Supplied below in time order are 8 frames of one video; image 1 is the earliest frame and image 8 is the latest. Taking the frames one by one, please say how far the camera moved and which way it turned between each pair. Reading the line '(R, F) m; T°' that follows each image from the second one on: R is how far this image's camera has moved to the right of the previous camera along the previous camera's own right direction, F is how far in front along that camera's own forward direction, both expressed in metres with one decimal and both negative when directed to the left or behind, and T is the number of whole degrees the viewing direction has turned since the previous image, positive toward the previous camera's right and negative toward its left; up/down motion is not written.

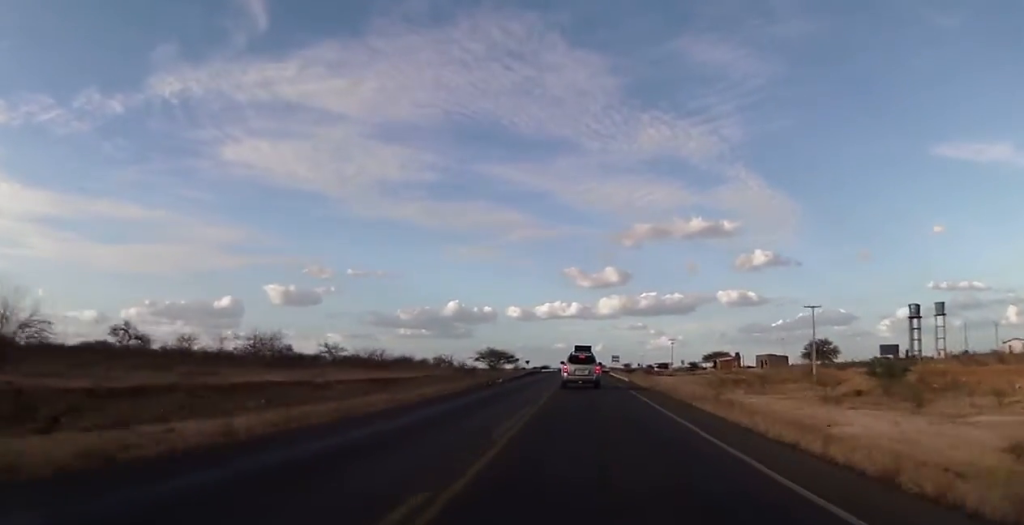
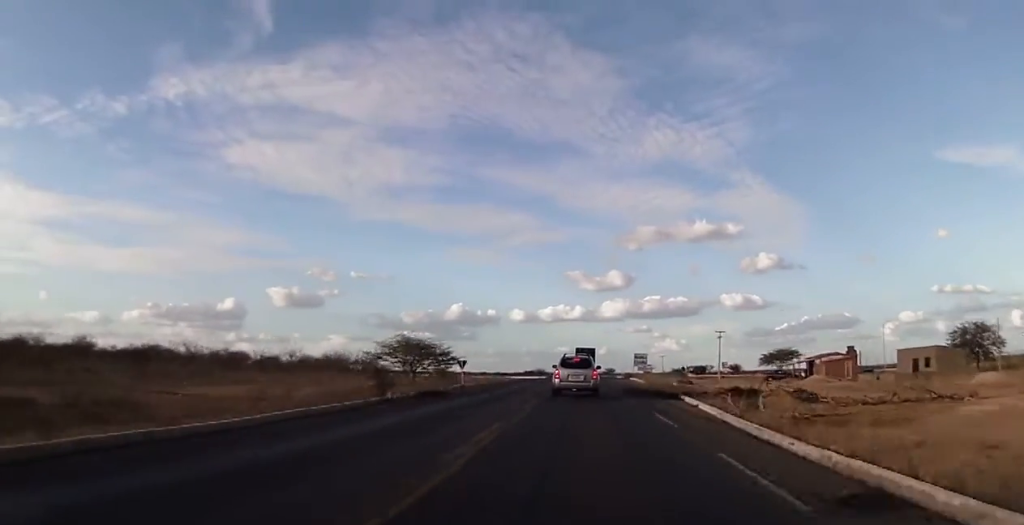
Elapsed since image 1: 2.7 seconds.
(+0.4, +66.7) m; -1°
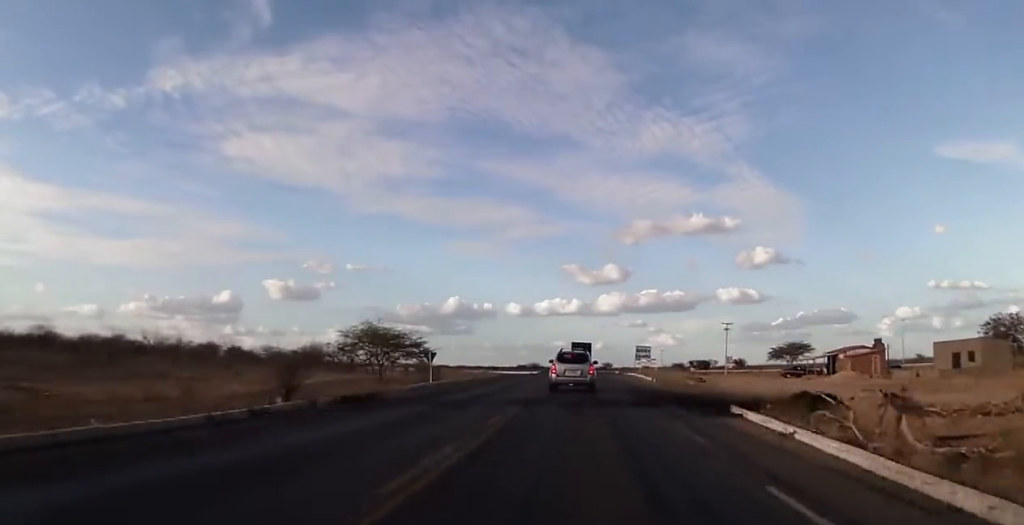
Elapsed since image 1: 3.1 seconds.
(0.0, +11.1) m; 0°
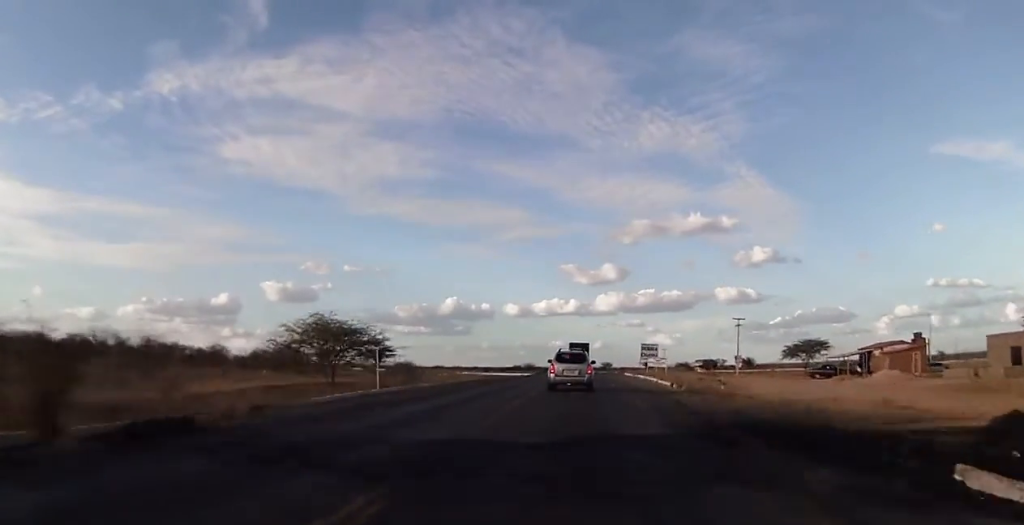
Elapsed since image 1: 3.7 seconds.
(-0.1, +13.1) m; 0°
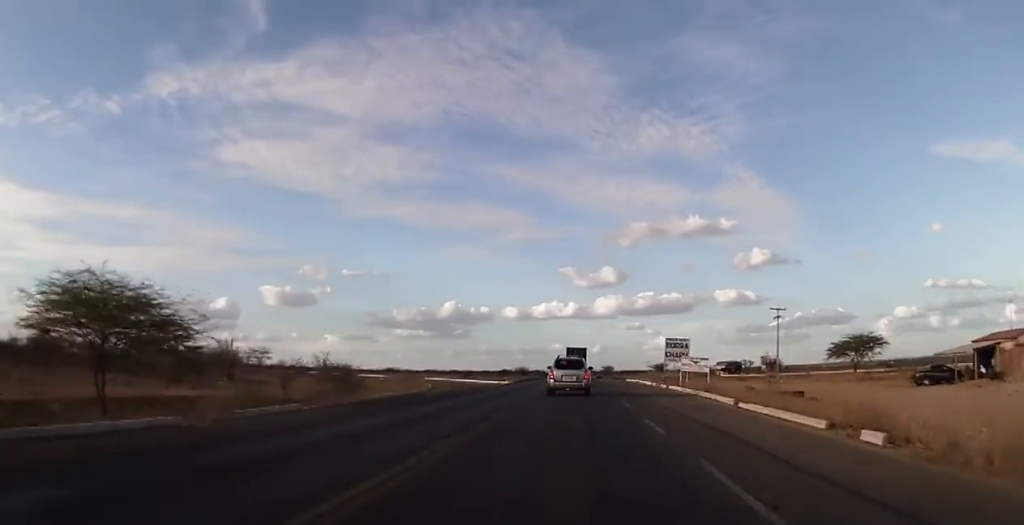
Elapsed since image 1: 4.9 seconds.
(-0.1, +30.5) m; +1°
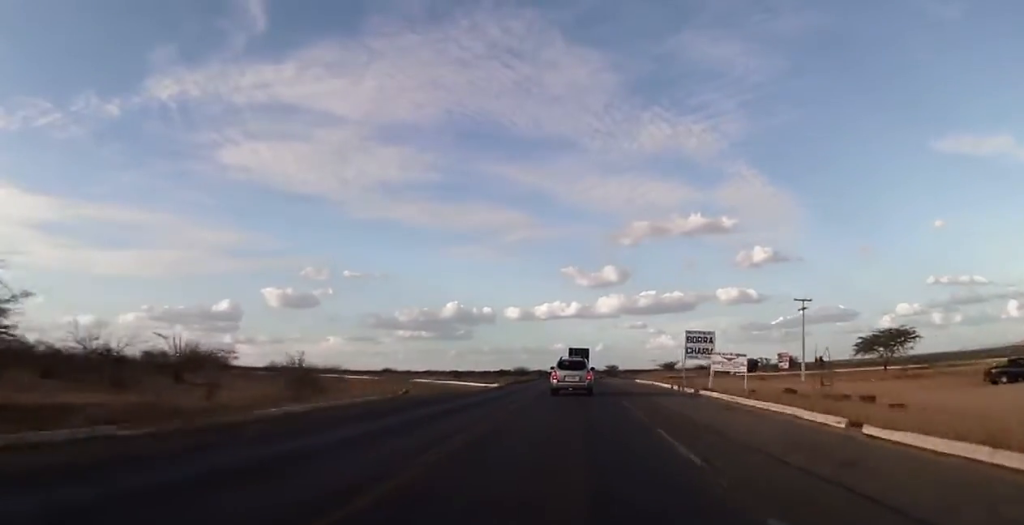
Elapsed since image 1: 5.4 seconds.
(+0.1, +12.8) m; 0°
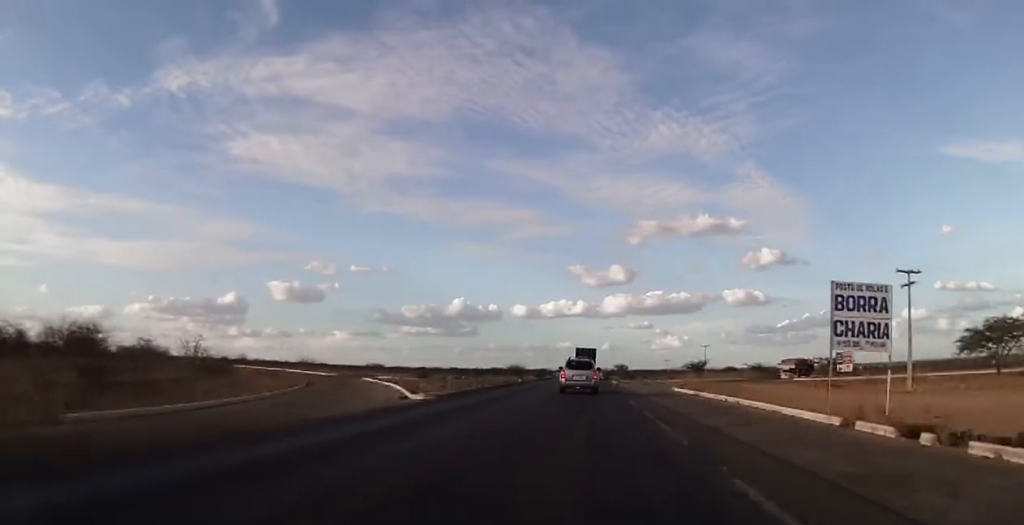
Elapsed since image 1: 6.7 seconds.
(+0.3, +33.2) m; 0°
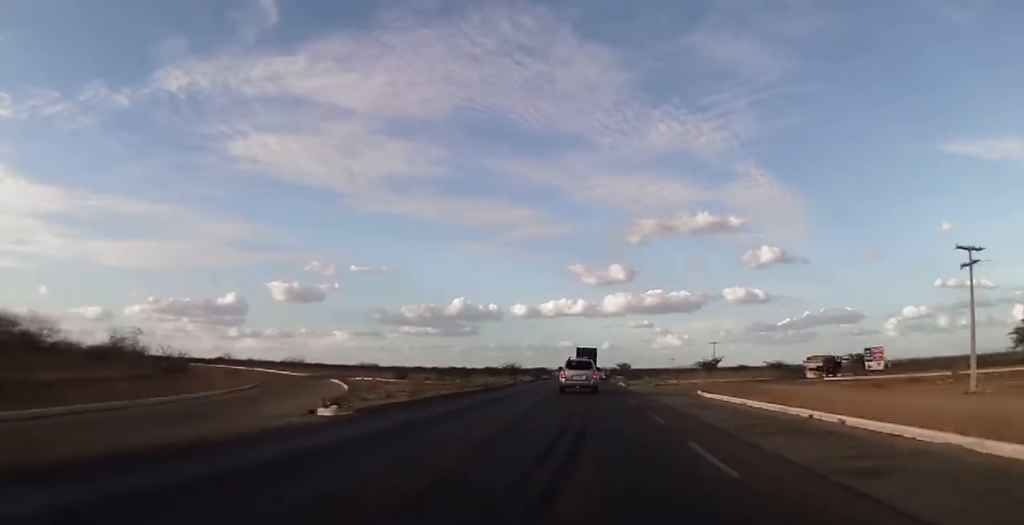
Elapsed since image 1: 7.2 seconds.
(0.0, +11.8) m; -1°
